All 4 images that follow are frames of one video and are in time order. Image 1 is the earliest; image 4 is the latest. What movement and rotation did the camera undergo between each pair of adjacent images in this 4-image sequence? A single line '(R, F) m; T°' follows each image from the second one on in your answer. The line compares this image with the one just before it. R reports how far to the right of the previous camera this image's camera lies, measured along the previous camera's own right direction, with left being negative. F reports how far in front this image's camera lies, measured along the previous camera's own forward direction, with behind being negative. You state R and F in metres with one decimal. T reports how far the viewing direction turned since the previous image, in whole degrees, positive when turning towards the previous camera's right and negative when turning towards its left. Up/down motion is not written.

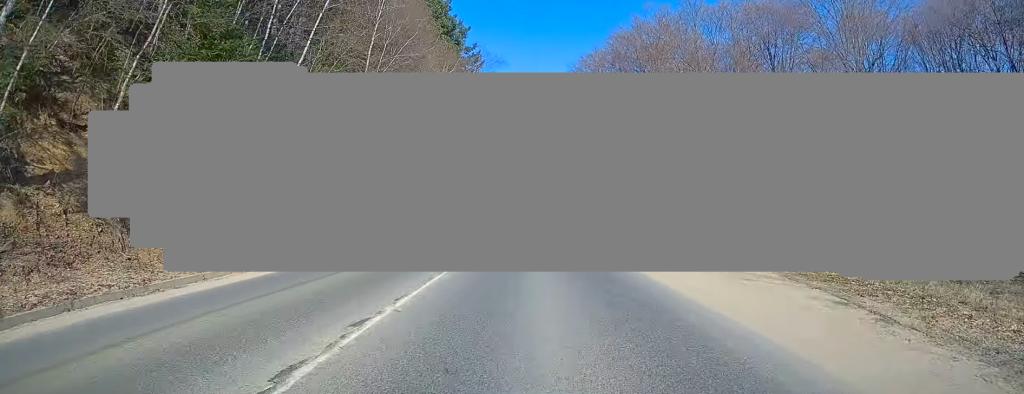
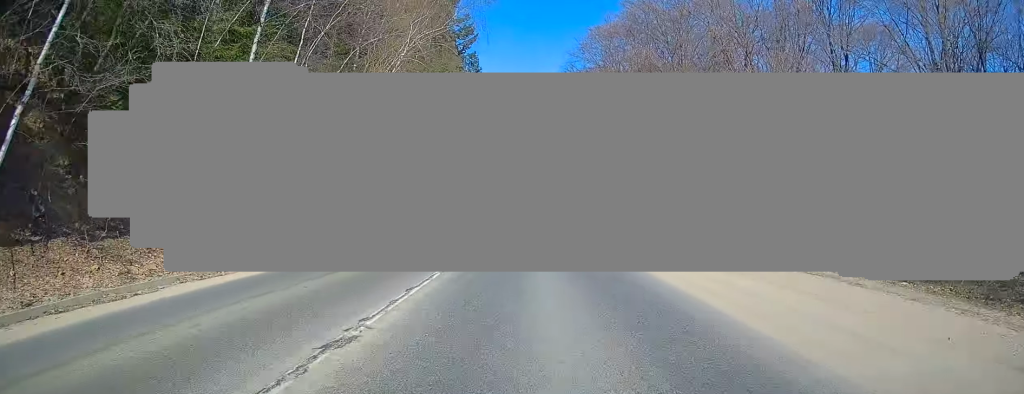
(0.0, +10.3) m; 0°
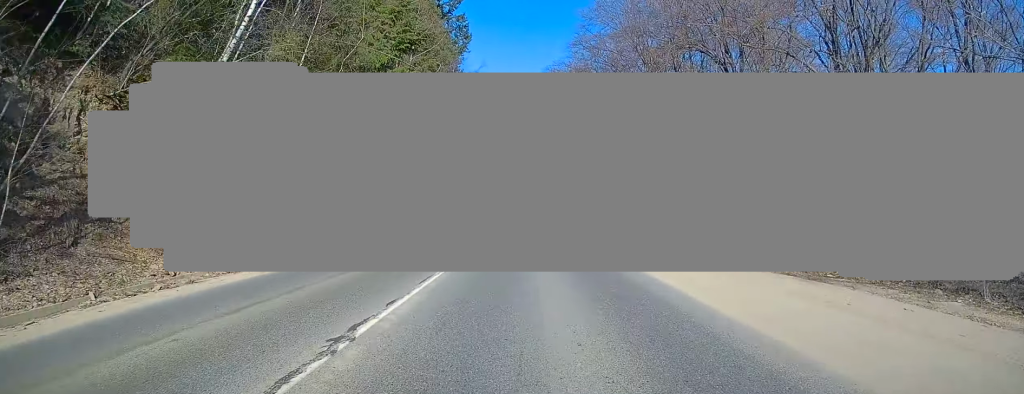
(0.0, +13.8) m; 0°
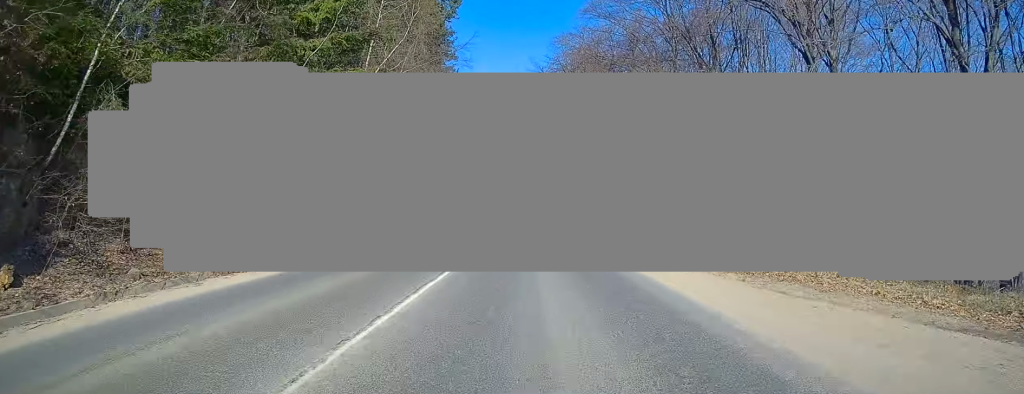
(0.0, +10.2) m; 0°
